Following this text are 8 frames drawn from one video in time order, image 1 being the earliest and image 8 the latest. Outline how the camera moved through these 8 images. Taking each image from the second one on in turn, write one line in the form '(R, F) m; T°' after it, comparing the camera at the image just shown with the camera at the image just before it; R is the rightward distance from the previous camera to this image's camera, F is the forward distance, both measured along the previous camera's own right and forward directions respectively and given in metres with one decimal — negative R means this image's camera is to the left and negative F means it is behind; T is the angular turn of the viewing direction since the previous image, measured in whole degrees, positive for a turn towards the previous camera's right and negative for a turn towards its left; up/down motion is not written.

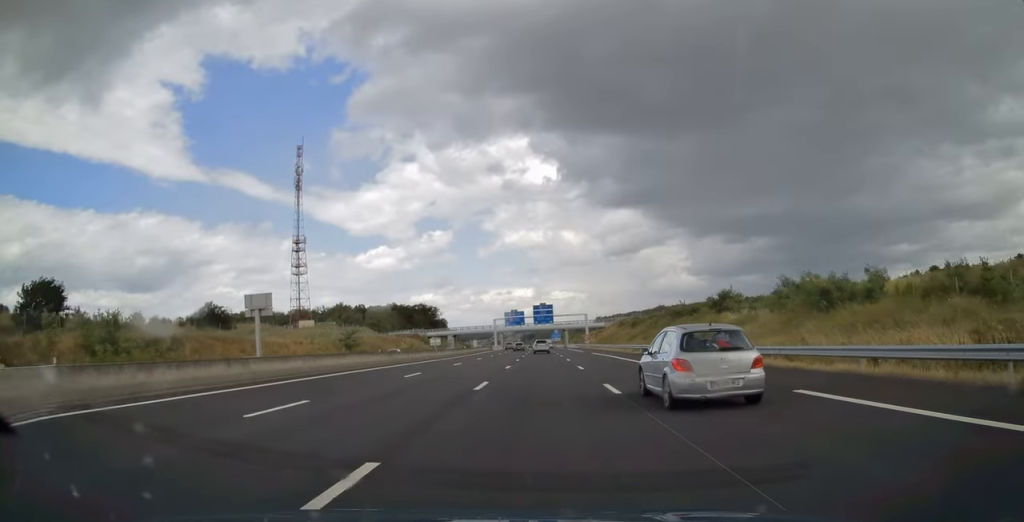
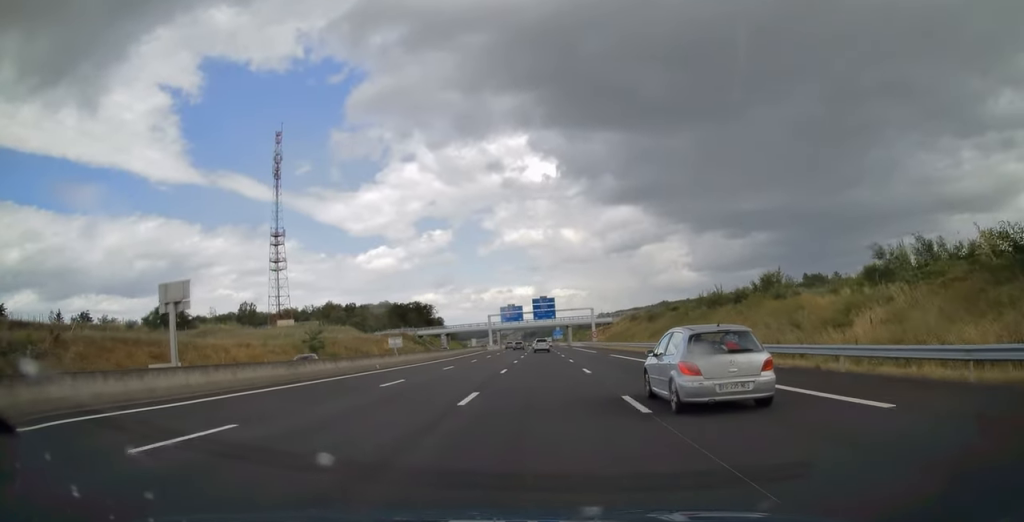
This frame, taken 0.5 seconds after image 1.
(+0.1, +17.4) m; 0°
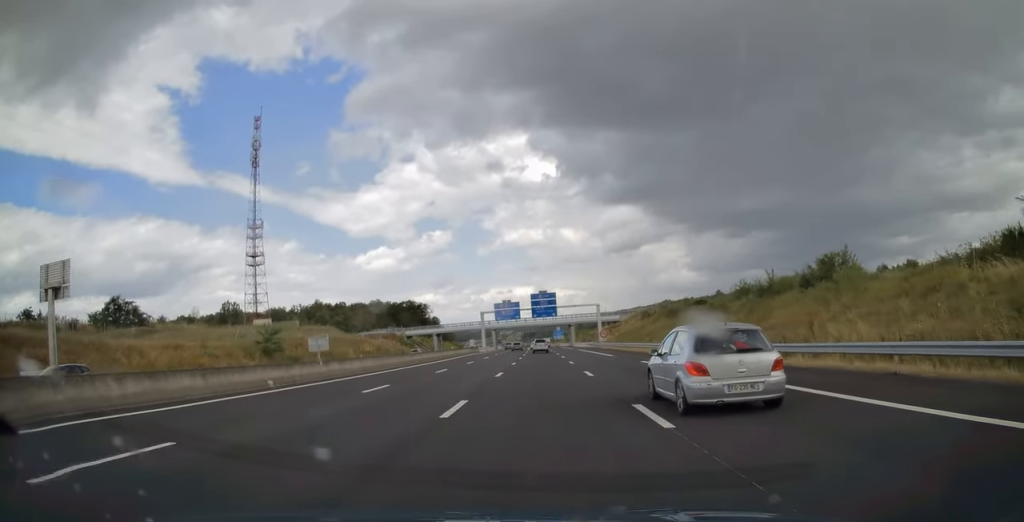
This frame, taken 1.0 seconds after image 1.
(-0.1, +16.4) m; 0°
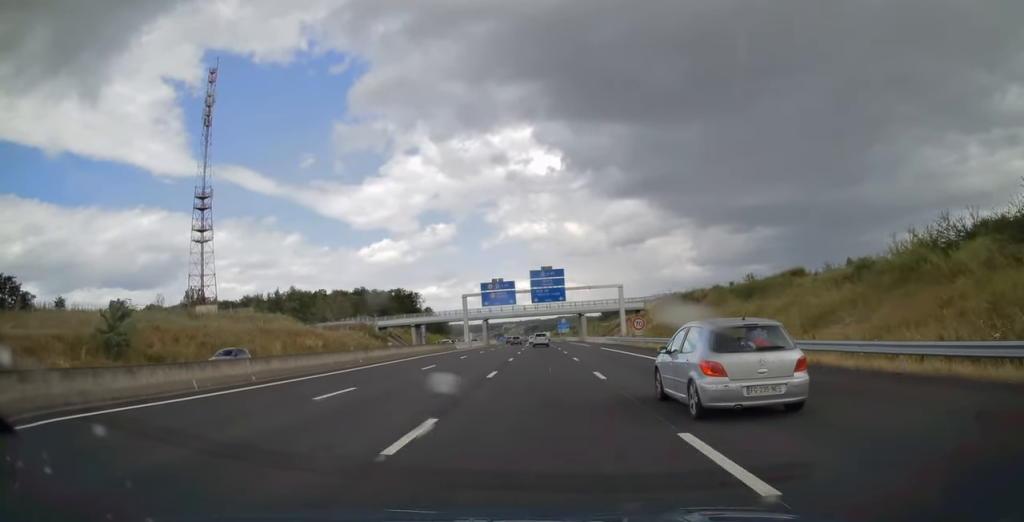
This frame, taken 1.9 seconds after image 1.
(-0.2, +34.2) m; 0°
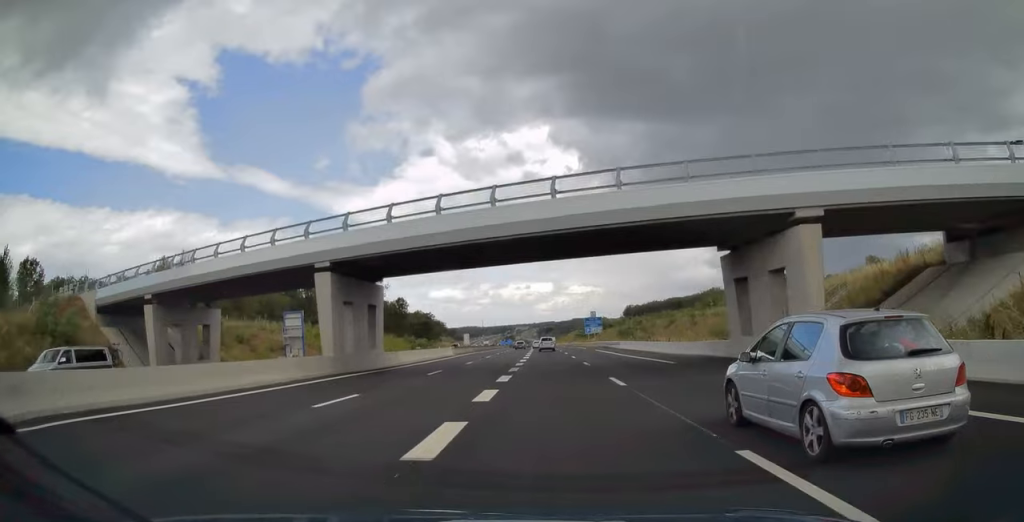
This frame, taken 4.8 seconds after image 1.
(-1.0, +104.6) m; -1°
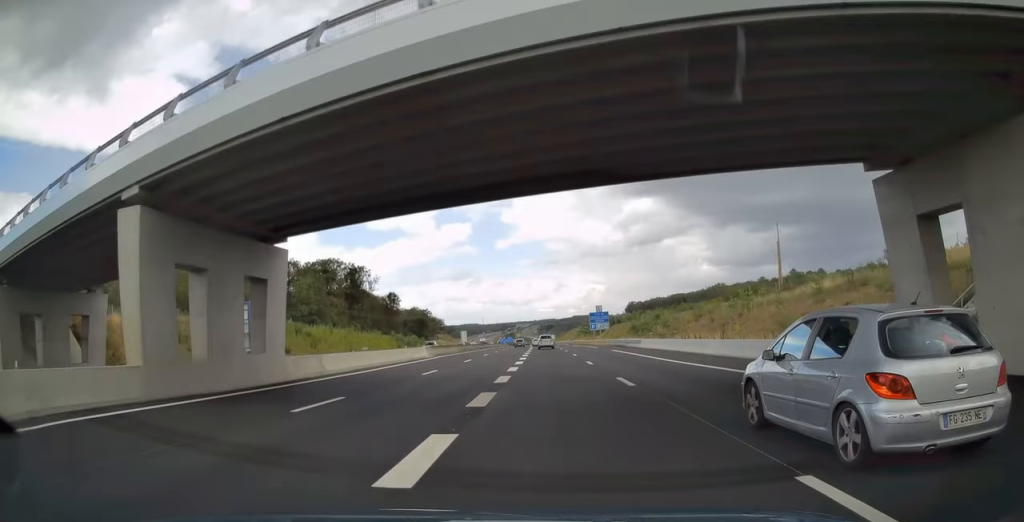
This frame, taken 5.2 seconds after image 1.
(-0.1, +15.3) m; 0°
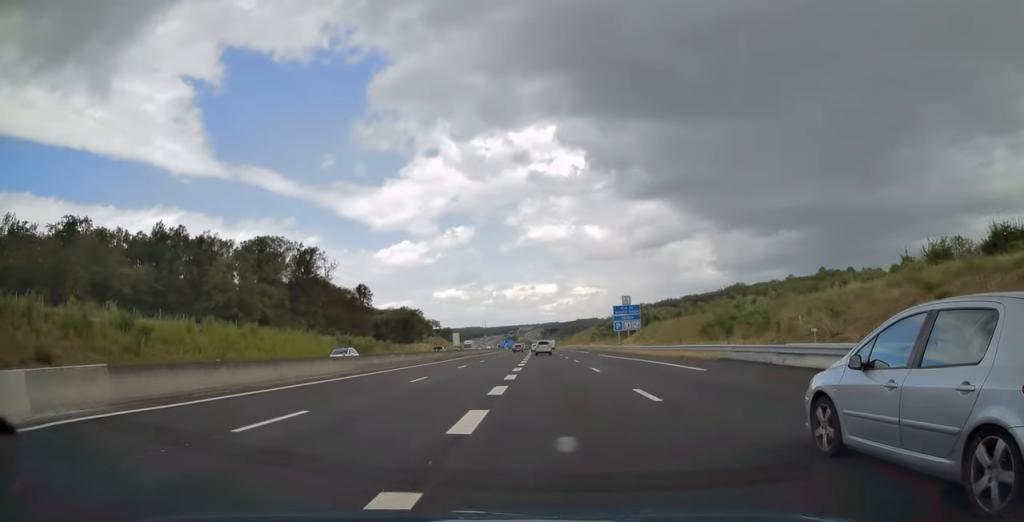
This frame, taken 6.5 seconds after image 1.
(-0.1, +43.1) m; 0°
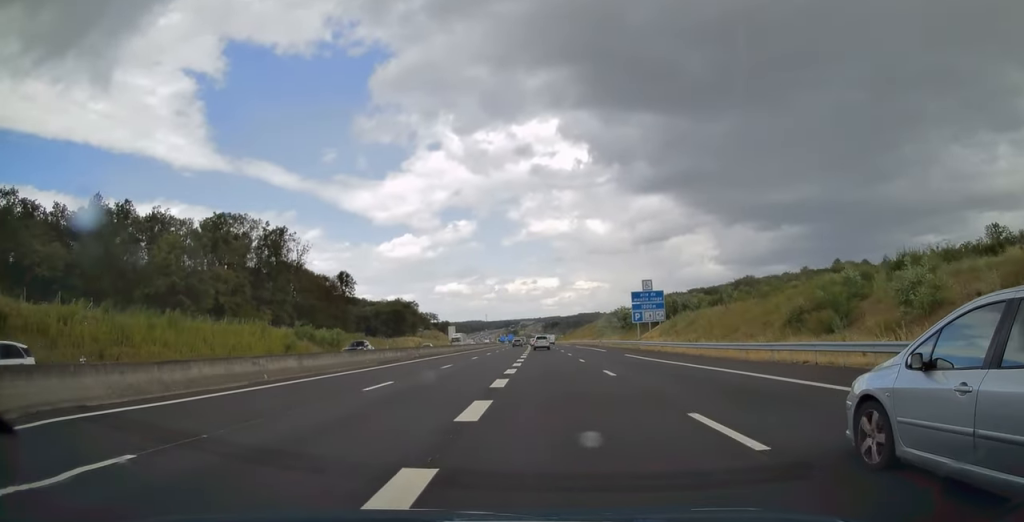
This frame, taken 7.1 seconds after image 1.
(0.0, +19.1) m; 0°
